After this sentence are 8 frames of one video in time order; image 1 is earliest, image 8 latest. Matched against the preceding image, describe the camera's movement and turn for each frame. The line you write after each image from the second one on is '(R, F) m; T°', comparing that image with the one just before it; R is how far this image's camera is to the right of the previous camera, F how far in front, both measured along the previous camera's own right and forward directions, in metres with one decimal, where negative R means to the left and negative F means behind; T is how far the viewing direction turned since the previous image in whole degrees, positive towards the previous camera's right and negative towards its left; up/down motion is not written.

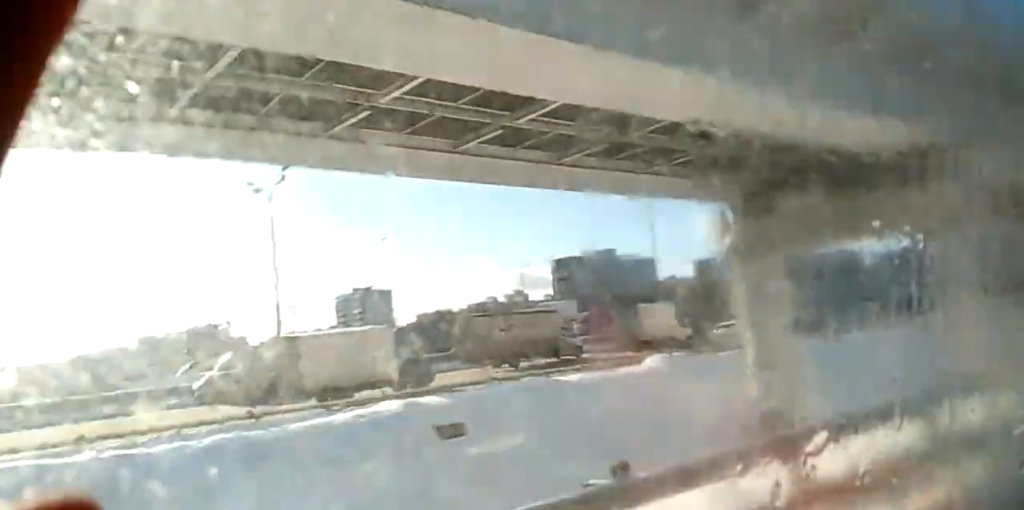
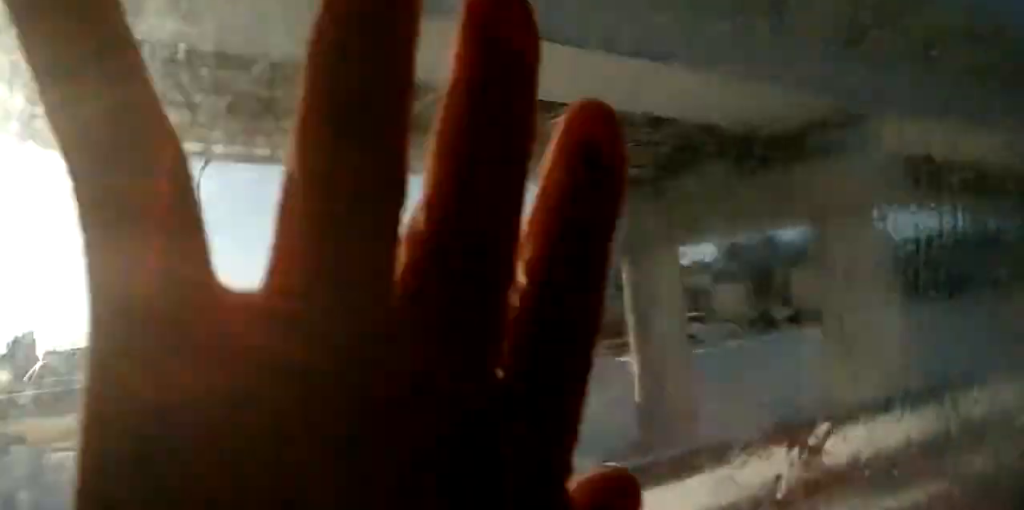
(-0.2, +5.5) m; -1°
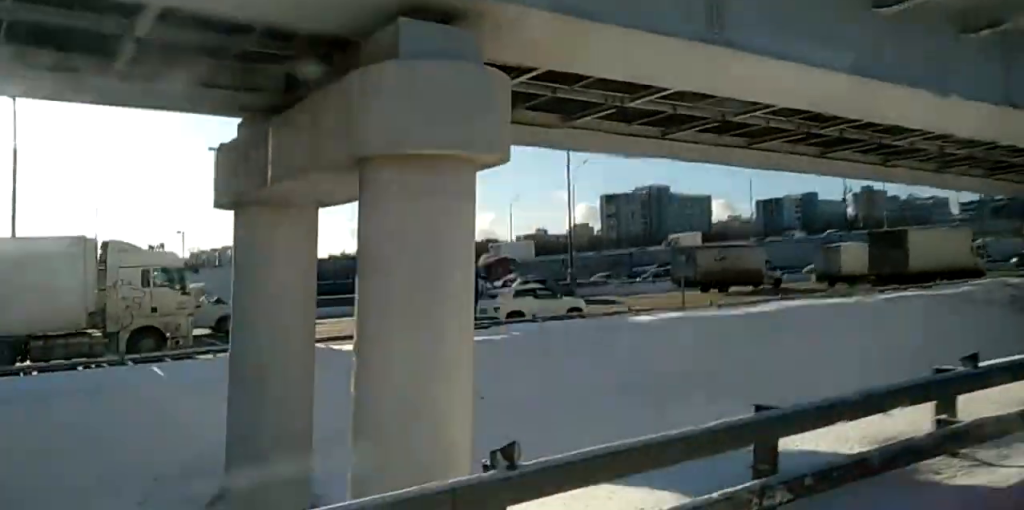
(-0.1, +11.0) m; 0°
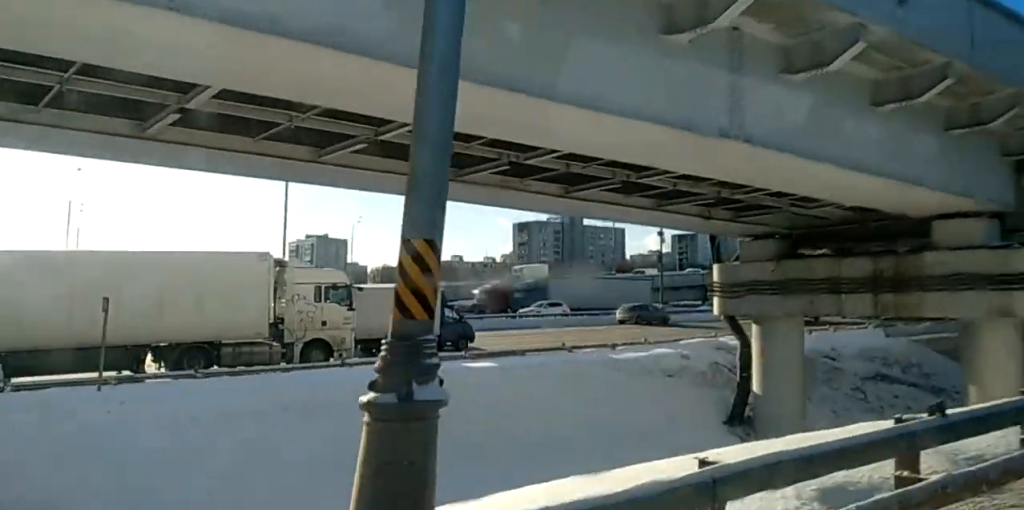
(-0.3, +16.0) m; -3°
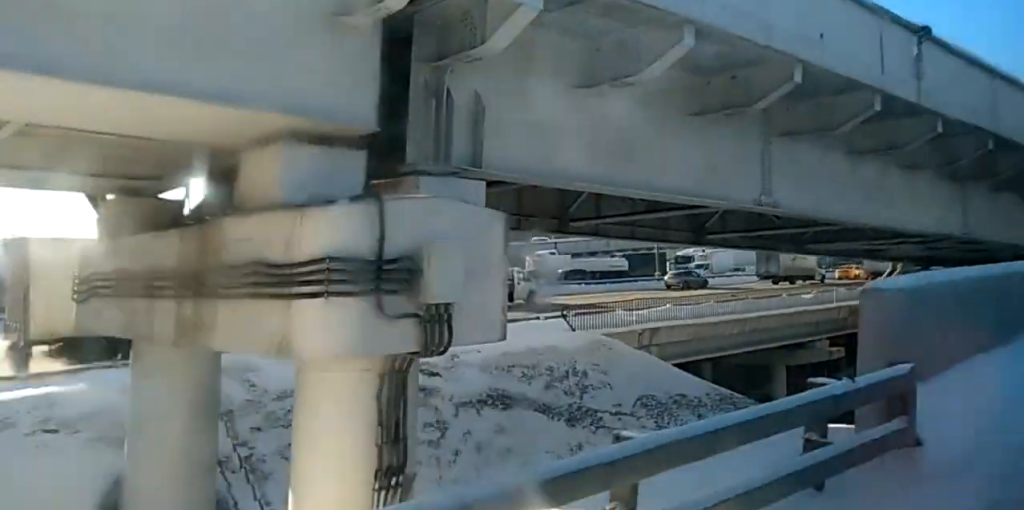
(0.0, +16.3) m; 0°
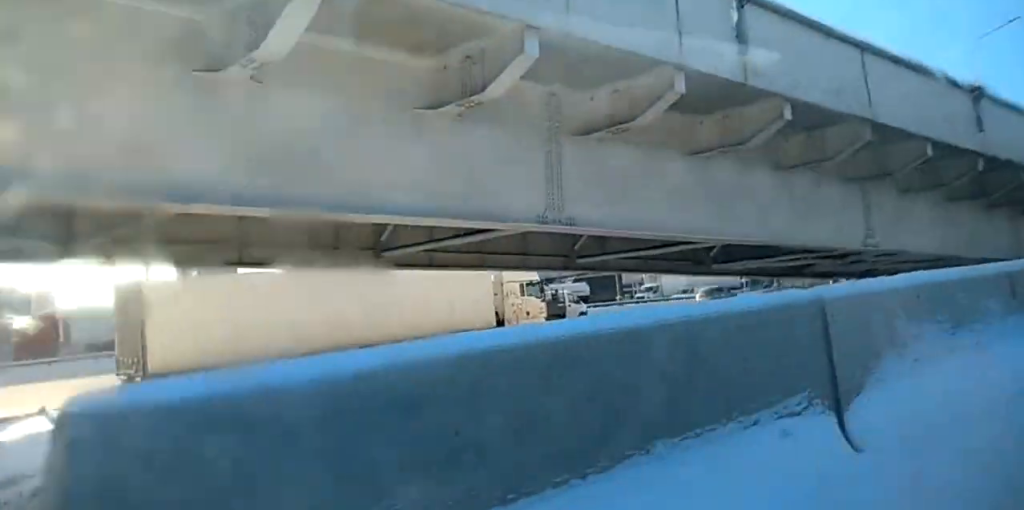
(0.0, +5.4) m; +1°
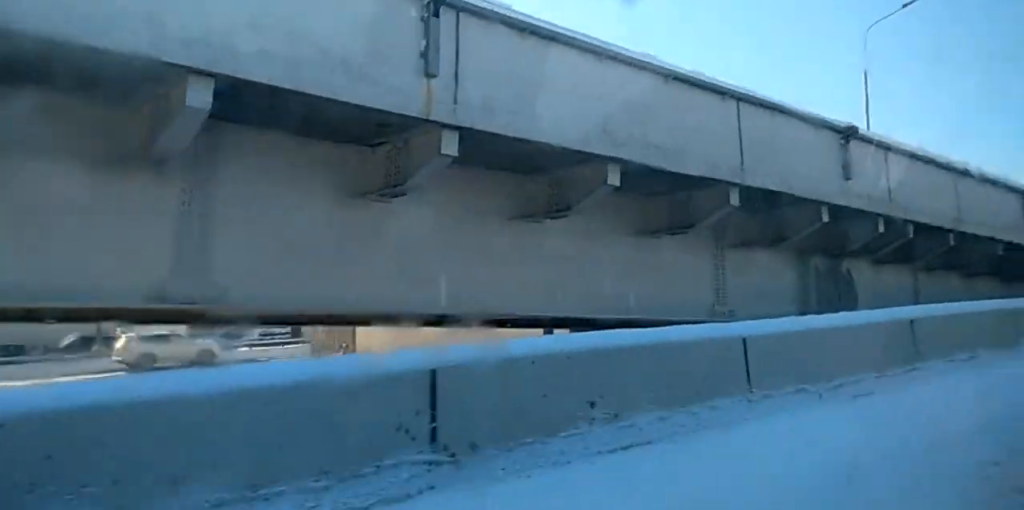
(+0.6, +16.3) m; +2°
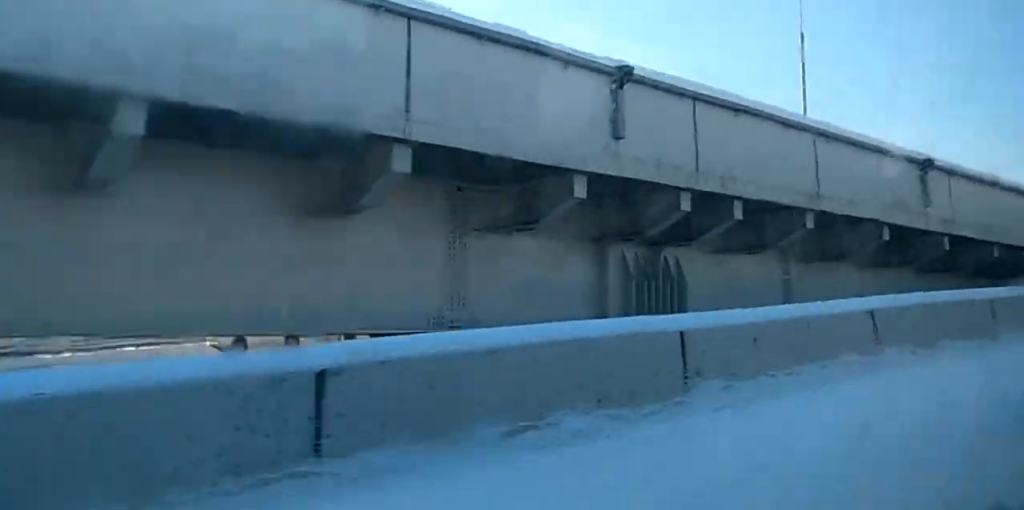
(0.0, +6.5) m; 0°
